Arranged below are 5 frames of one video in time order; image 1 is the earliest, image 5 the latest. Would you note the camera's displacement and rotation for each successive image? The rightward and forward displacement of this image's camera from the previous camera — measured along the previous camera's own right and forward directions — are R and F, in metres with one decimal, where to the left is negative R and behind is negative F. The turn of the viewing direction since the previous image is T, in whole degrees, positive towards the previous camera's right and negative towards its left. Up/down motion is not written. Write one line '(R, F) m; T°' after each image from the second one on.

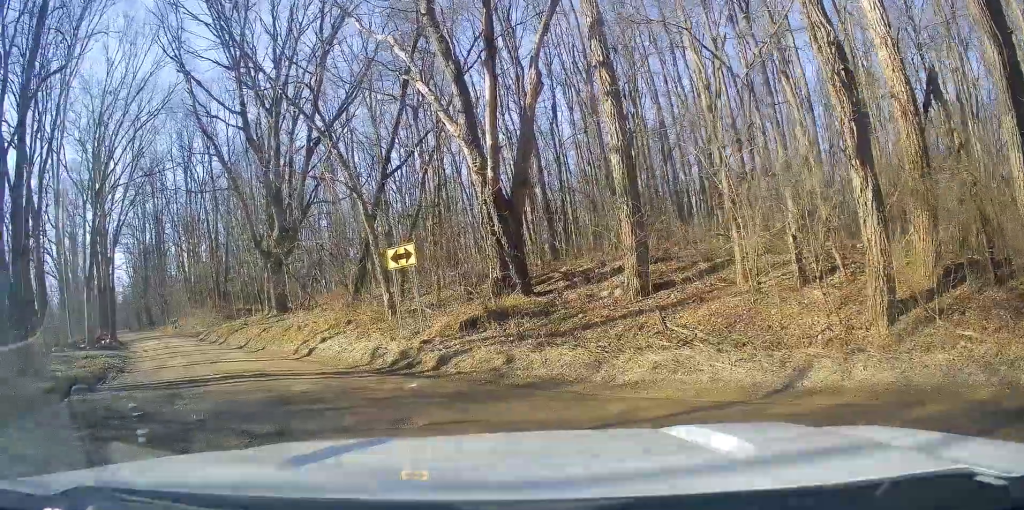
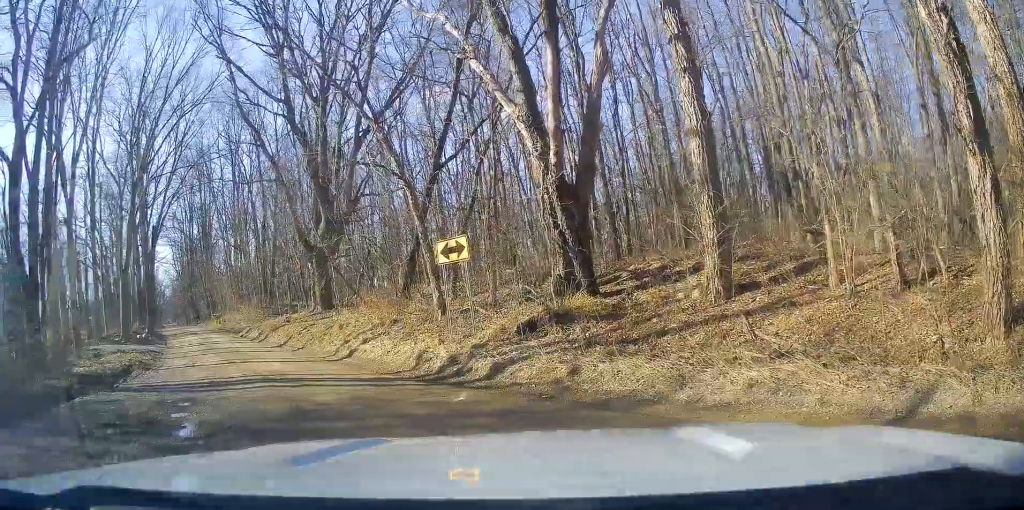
(-0.2, +1.7) m; -12°
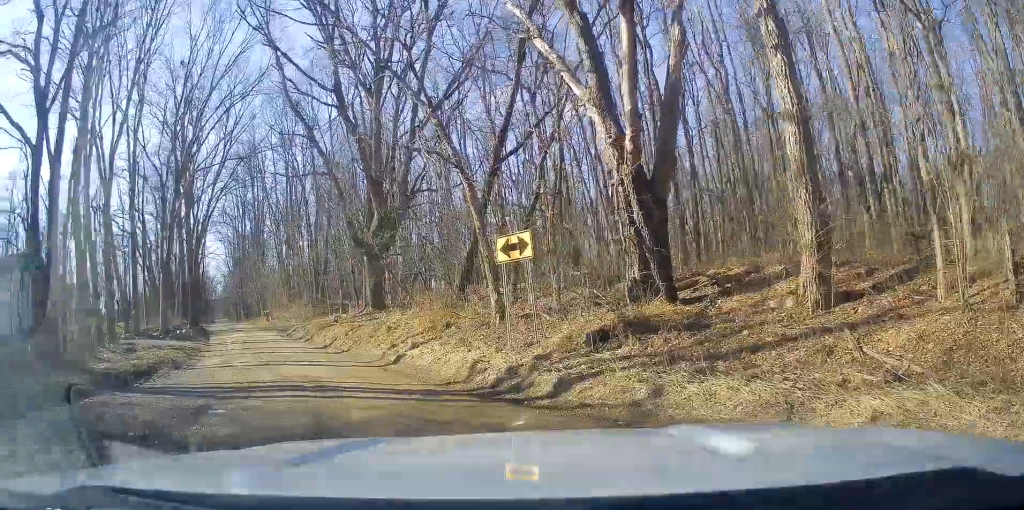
(-0.1, +1.5) m; -7°
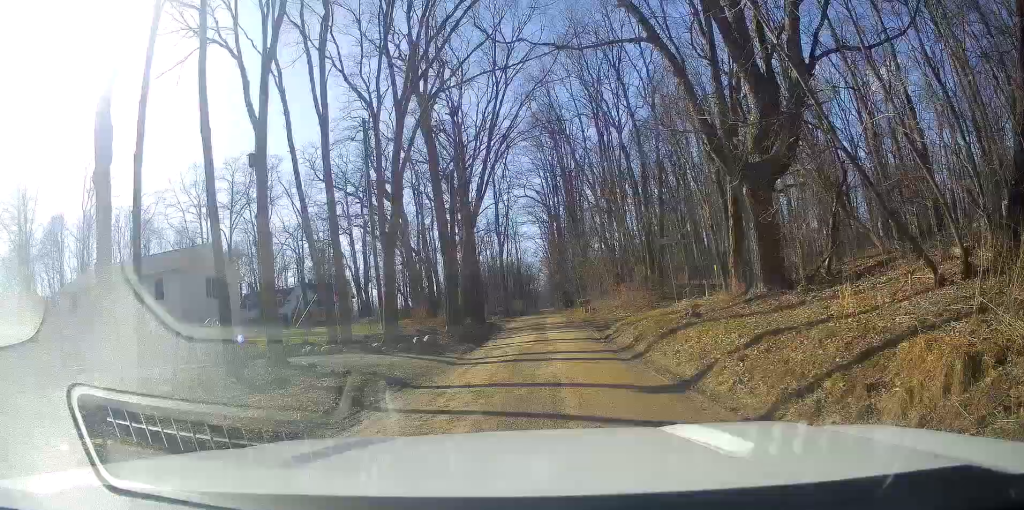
(-2.5, +12.2) m; -15°
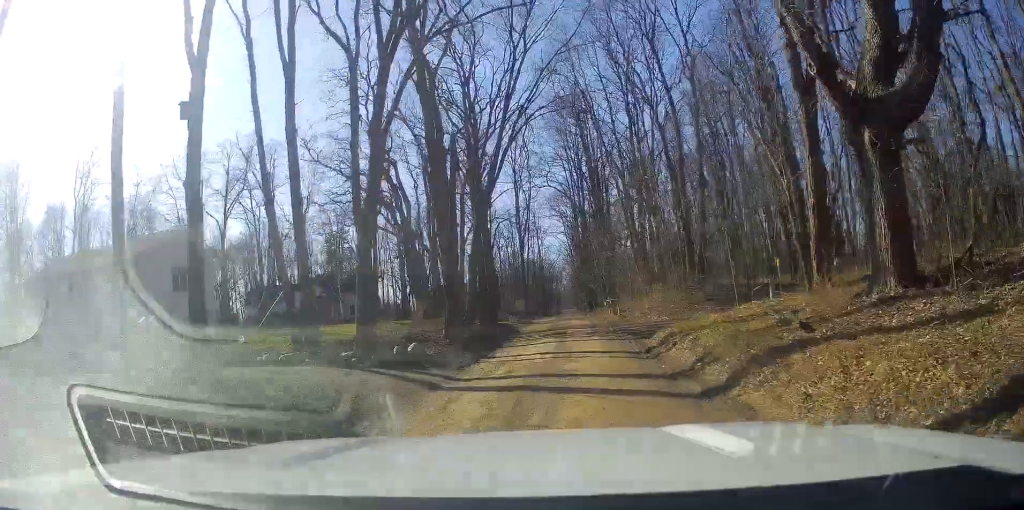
(0.0, +5.0) m; 0°
